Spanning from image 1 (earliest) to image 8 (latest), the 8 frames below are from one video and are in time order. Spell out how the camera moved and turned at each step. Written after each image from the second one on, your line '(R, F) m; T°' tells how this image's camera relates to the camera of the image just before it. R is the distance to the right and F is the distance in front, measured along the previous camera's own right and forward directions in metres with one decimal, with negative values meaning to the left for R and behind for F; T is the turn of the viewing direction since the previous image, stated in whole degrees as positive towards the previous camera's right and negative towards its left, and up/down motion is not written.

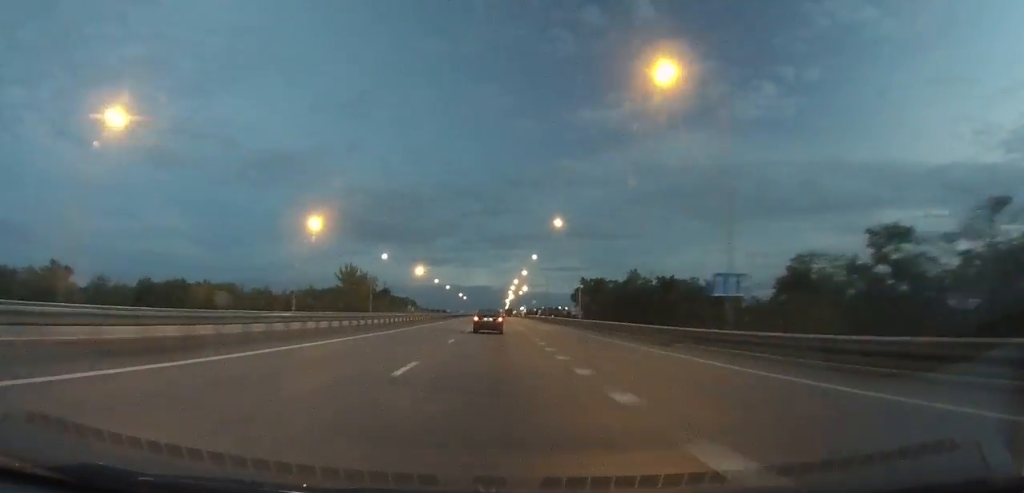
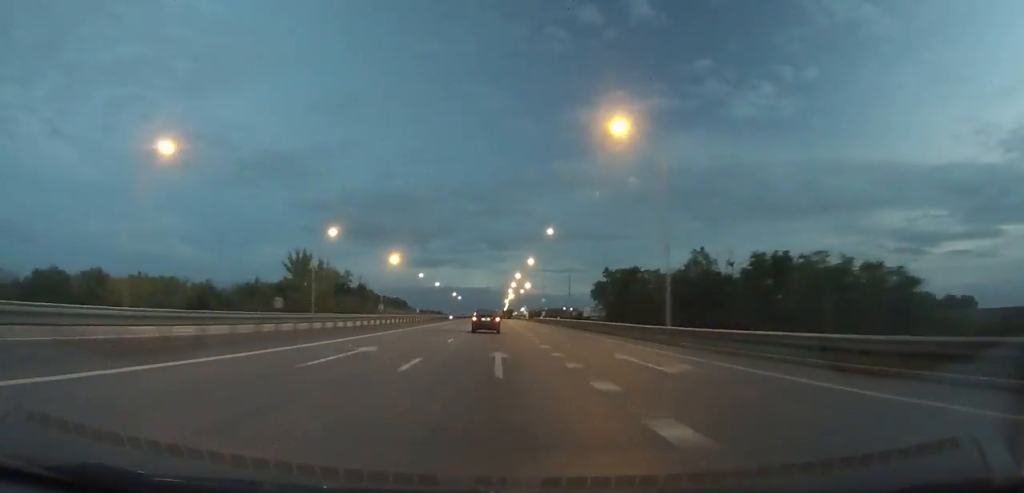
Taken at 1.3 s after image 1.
(-0.2, +36.1) m; 0°
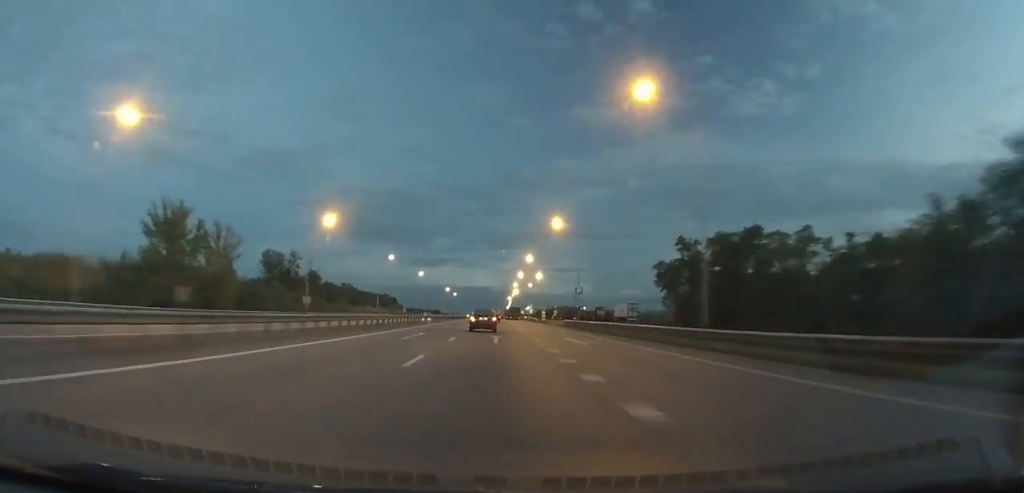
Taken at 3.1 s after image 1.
(-0.2, +50.6) m; 0°
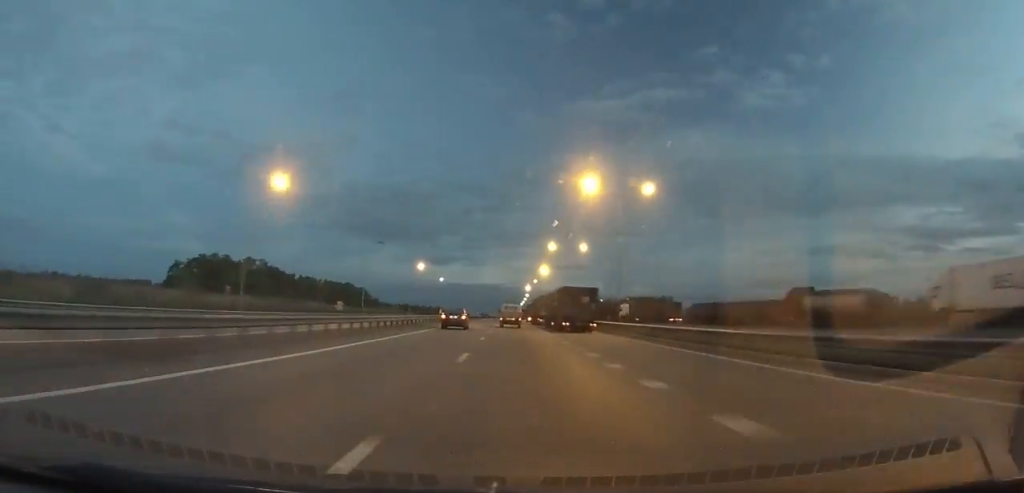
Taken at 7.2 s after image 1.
(-0.7, +113.7) m; -1°
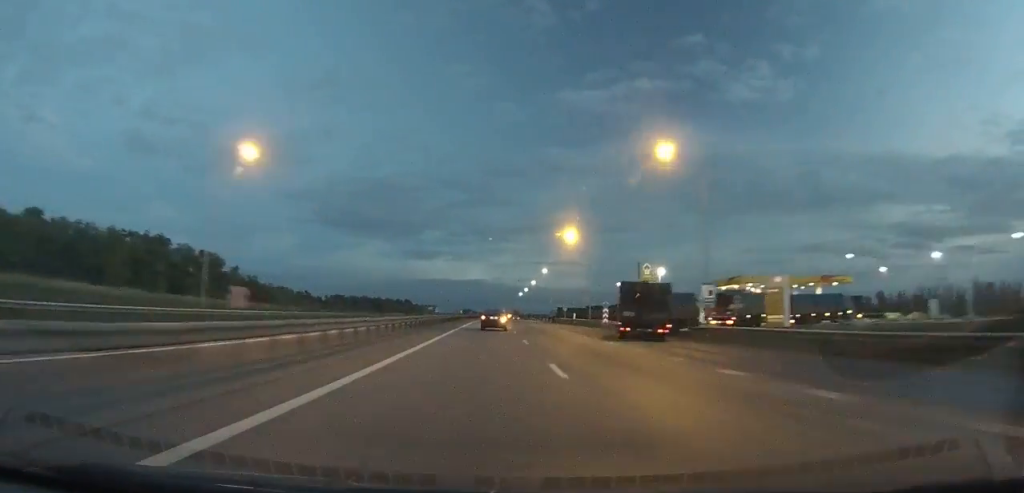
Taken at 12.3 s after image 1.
(-0.2, +140.6) m; +1°
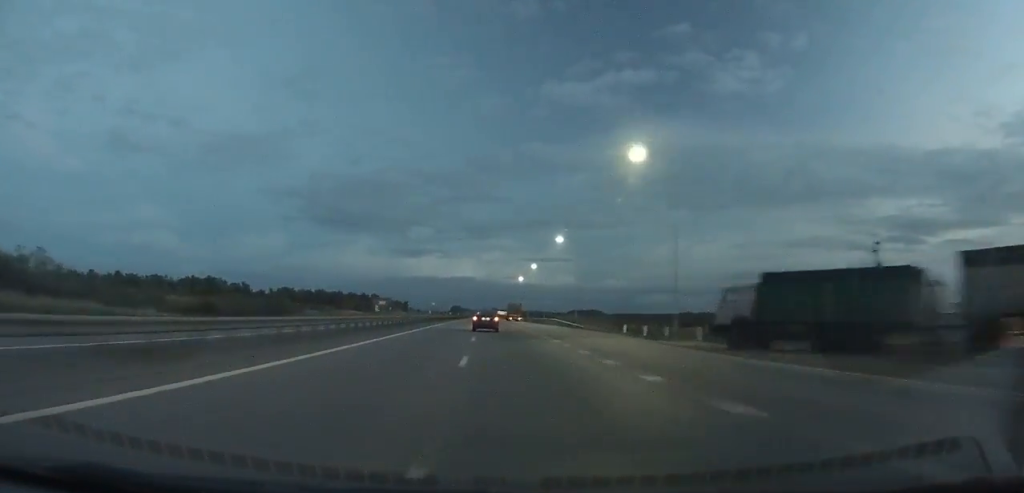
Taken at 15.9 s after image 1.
(+0.9, +94.0) m; 0°
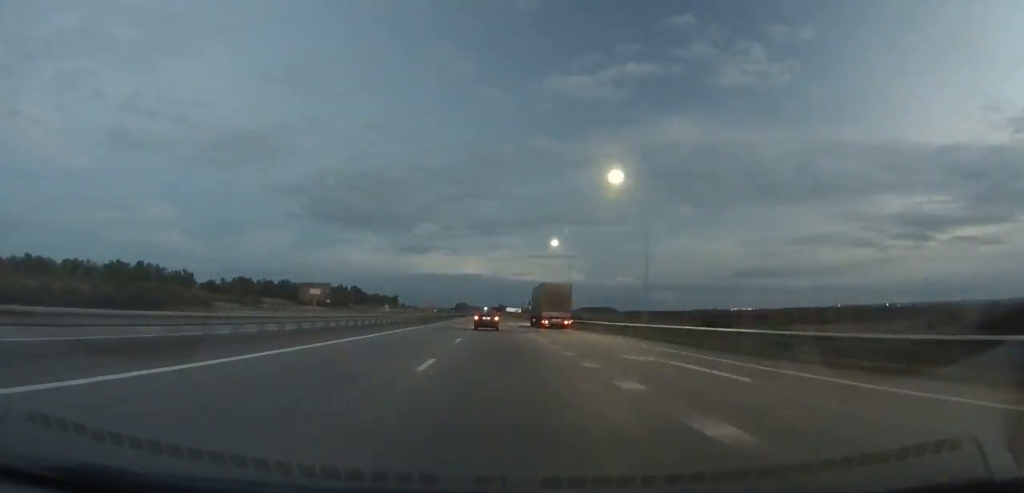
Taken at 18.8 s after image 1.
(-0.4, +70.8) m; 0°
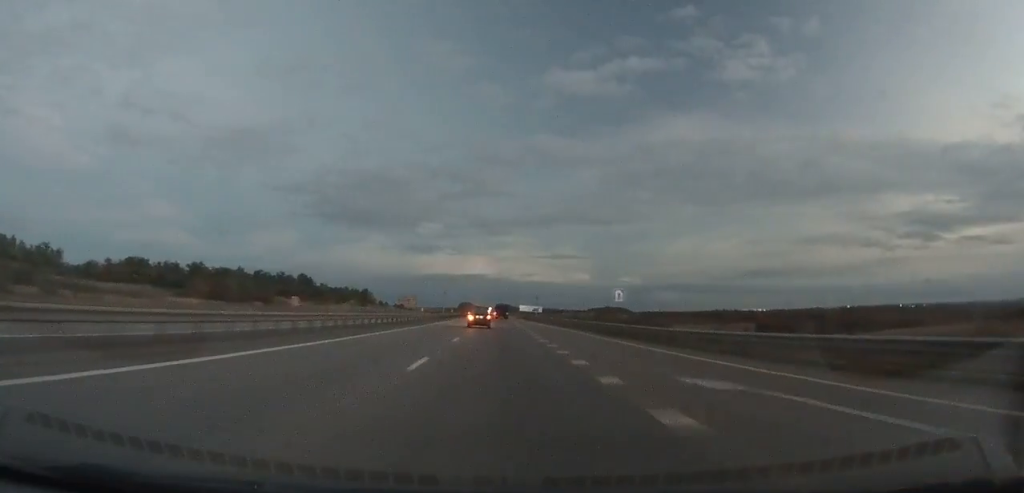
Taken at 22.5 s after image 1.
(-0.1, +85.9) m; 0°
